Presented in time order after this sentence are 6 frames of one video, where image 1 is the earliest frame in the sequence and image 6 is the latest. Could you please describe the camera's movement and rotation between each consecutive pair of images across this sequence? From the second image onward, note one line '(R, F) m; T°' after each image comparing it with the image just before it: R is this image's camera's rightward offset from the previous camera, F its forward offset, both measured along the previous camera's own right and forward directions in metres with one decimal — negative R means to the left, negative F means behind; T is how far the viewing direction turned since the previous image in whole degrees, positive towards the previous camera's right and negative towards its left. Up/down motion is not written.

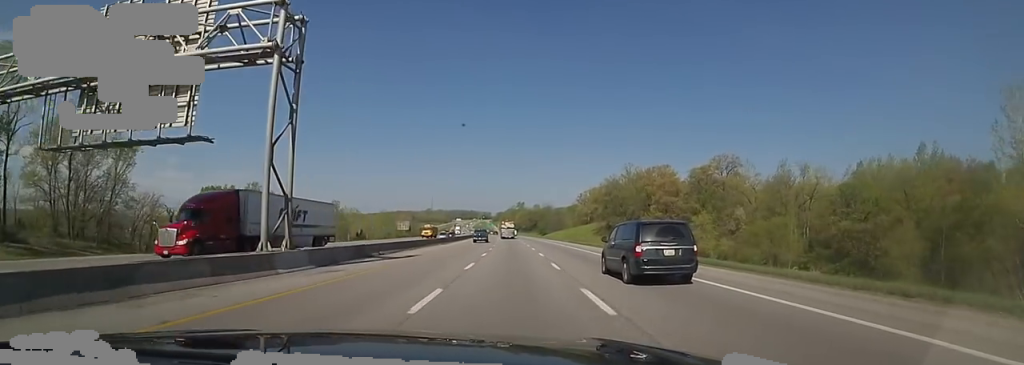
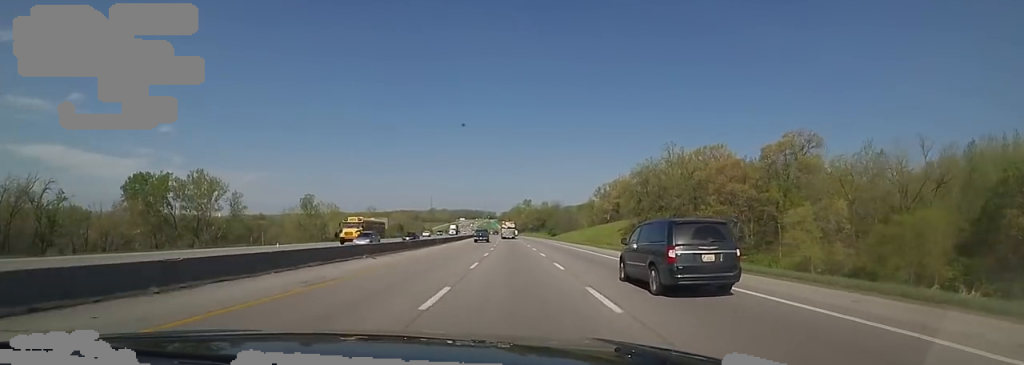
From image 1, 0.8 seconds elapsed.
(0.0, +29.5) m; -2°
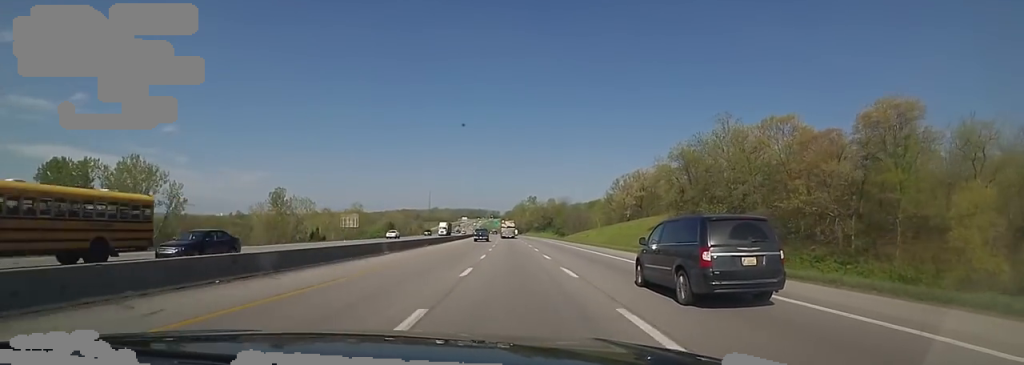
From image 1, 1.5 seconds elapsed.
(-0.2, +23.5) m; -1°
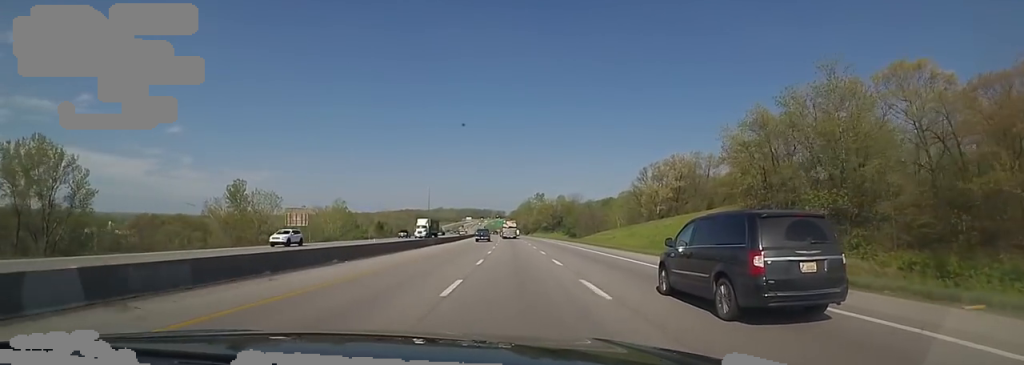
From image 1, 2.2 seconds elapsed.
(-1.1, +24.5) m; 0°
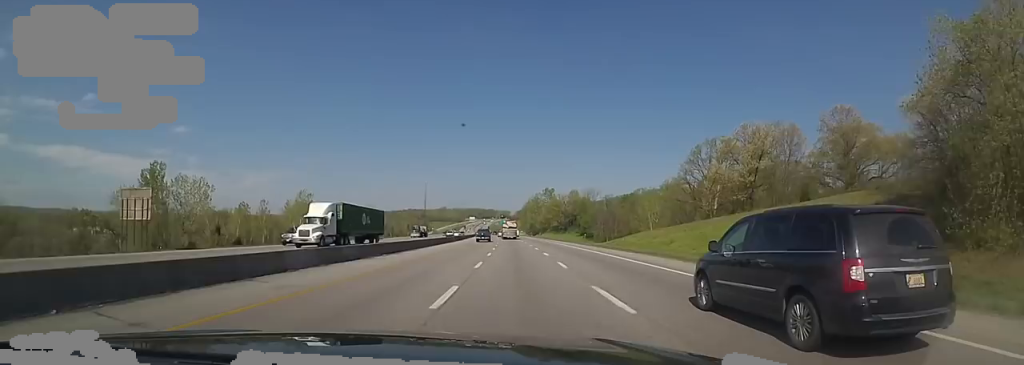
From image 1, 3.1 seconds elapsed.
(+1.3, +31.3) m; 0°
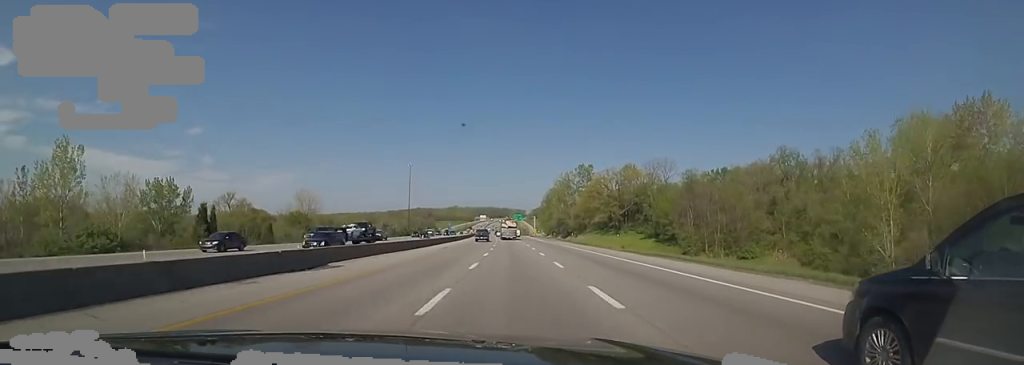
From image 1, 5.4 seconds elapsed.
(-3.2, +79.3) m; -3°
